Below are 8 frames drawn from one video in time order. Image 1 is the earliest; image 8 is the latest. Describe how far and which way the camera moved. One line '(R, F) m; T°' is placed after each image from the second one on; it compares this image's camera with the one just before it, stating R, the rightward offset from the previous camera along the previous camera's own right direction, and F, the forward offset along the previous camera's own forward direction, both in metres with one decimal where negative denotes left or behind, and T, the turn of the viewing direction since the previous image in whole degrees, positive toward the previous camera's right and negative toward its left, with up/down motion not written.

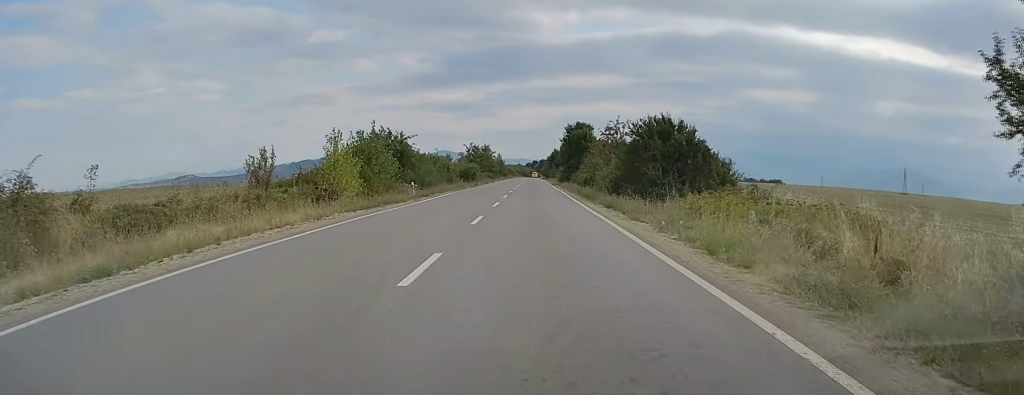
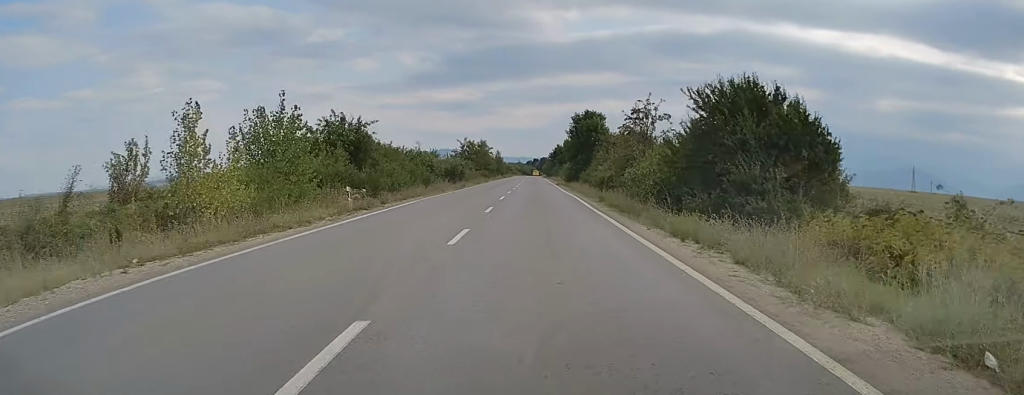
(0.0, +14.1) m; 0°
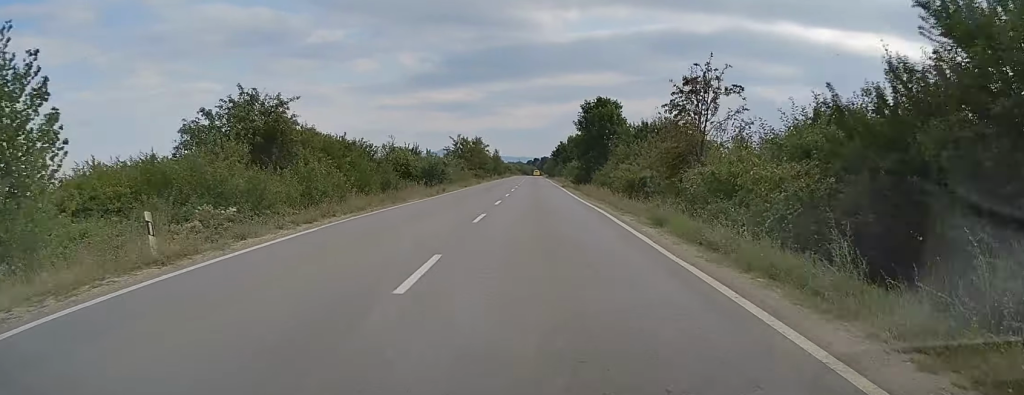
(0.0, +14.1) m; 0°
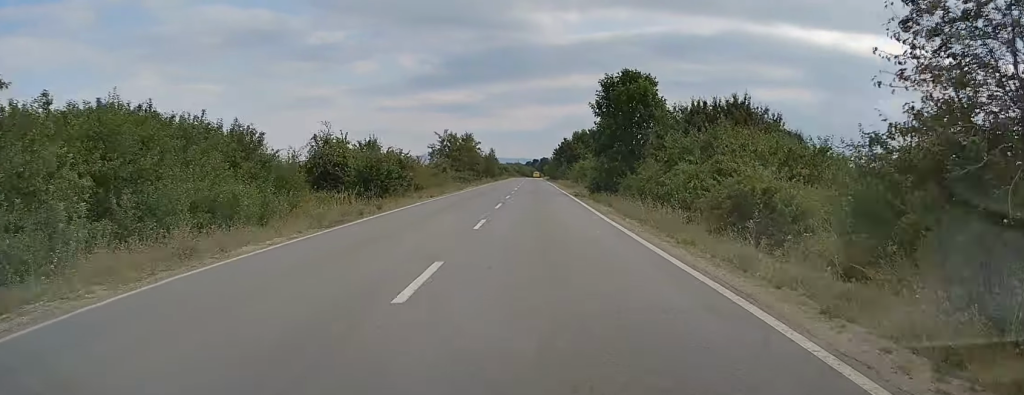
(+0.1, +18.6) m; 0°
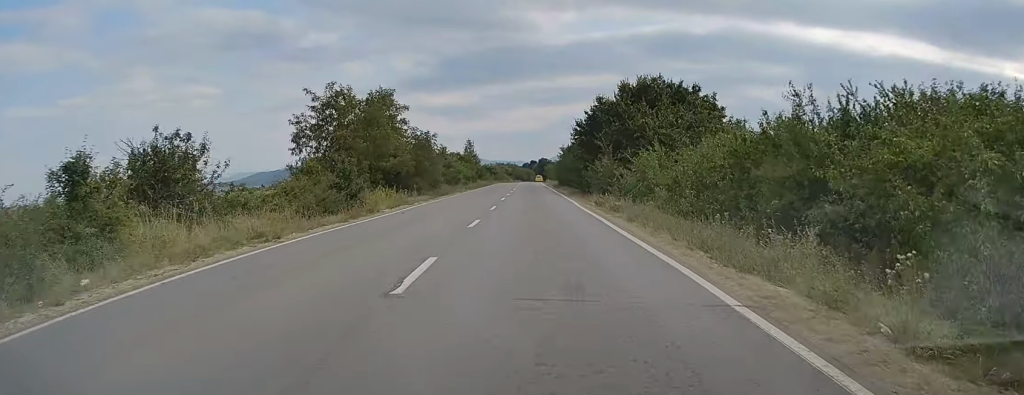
(+0.3, +62.8) m; 0°
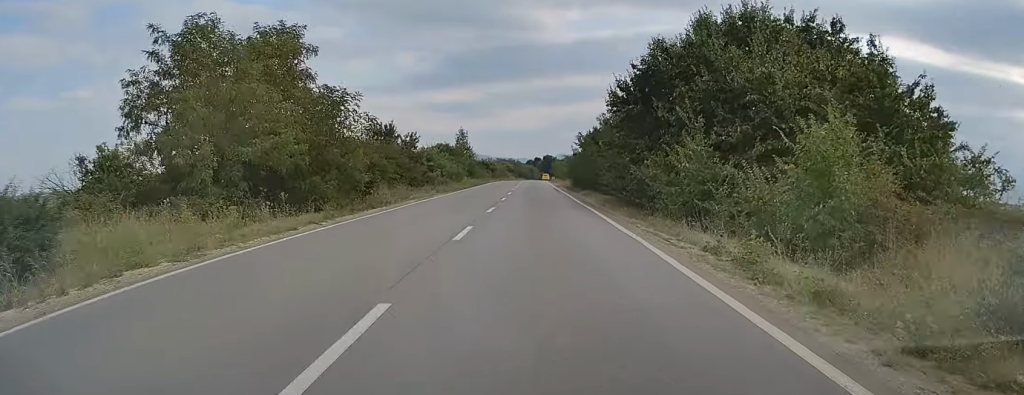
(-0.1, +21.8) m; 0°
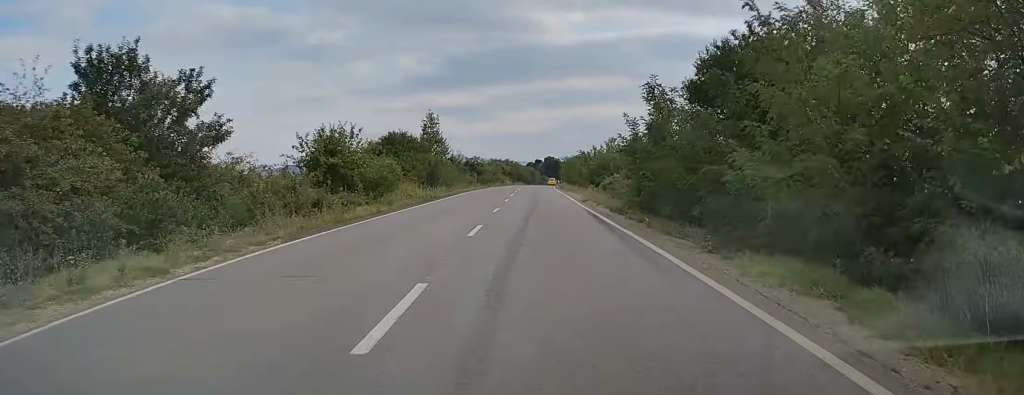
(-0.2, +34.7) m; 0°
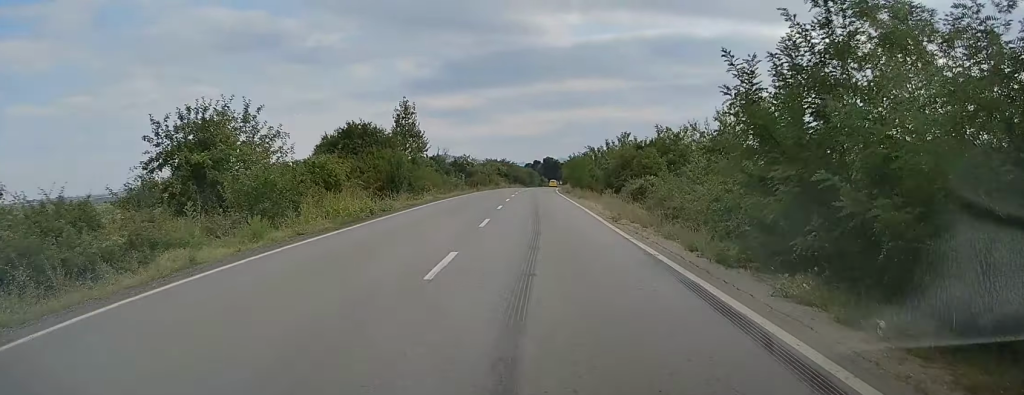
(0.0, +14.4) m; 0°
